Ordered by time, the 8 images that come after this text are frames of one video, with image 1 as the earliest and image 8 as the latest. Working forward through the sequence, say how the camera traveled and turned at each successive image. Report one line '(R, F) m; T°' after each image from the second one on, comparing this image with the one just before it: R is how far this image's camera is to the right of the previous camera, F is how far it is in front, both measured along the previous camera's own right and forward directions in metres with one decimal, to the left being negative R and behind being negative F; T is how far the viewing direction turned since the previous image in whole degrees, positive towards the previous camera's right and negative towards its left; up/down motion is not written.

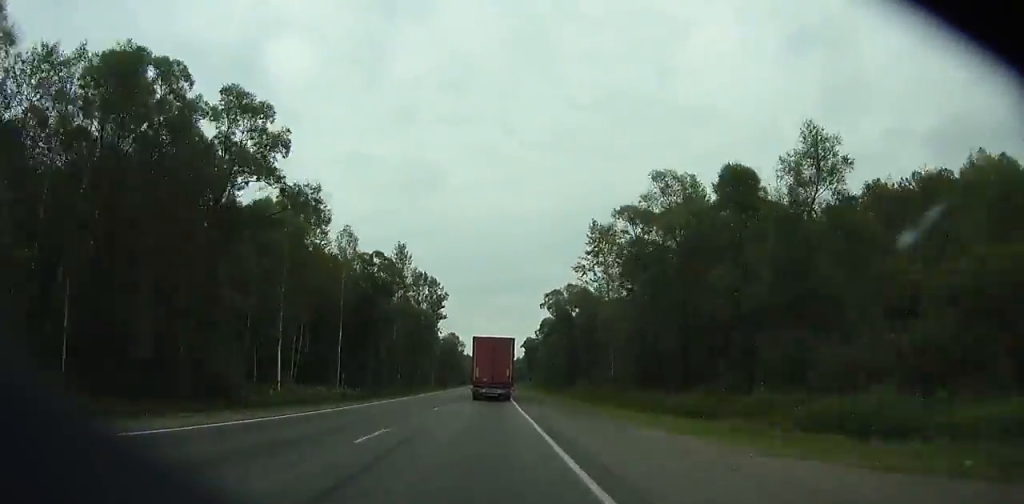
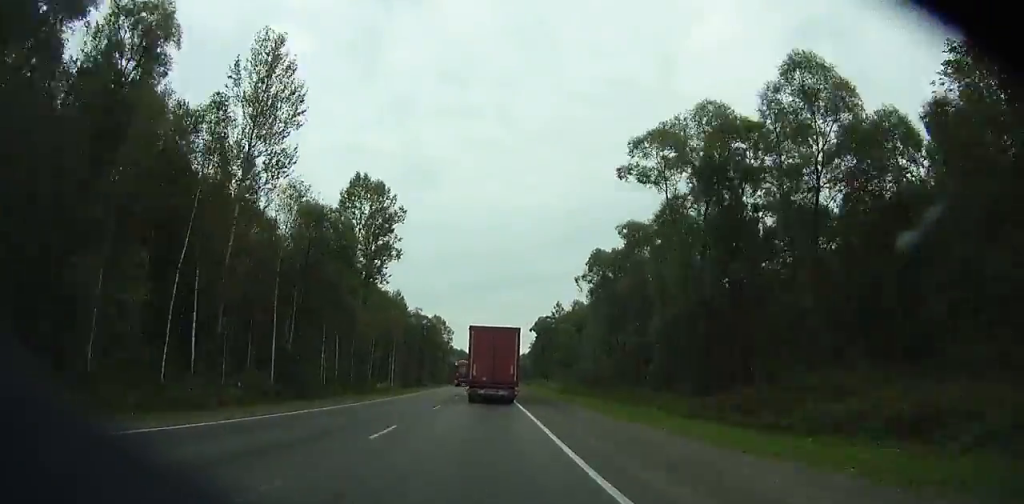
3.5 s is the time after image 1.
(-0.1, +69.3) m; 0°
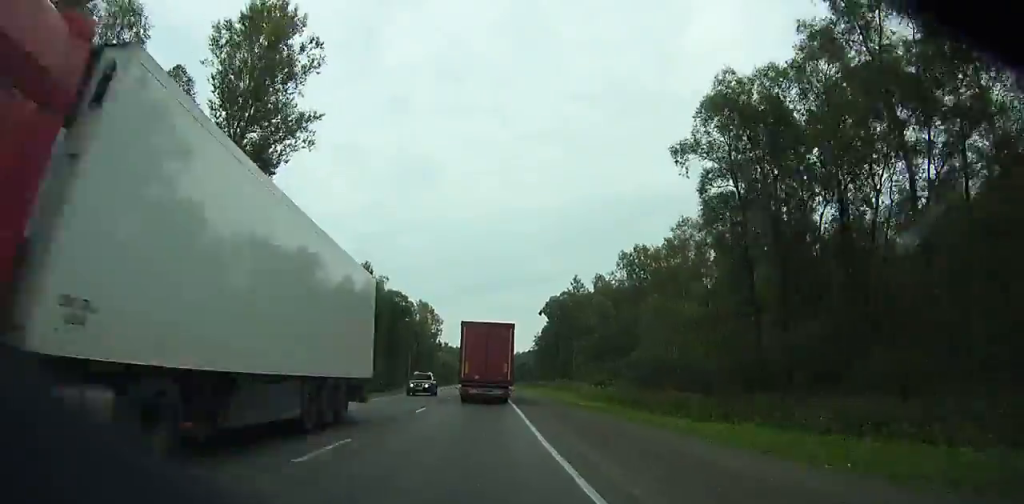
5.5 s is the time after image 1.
(+0.1, +39.3) m; 0°
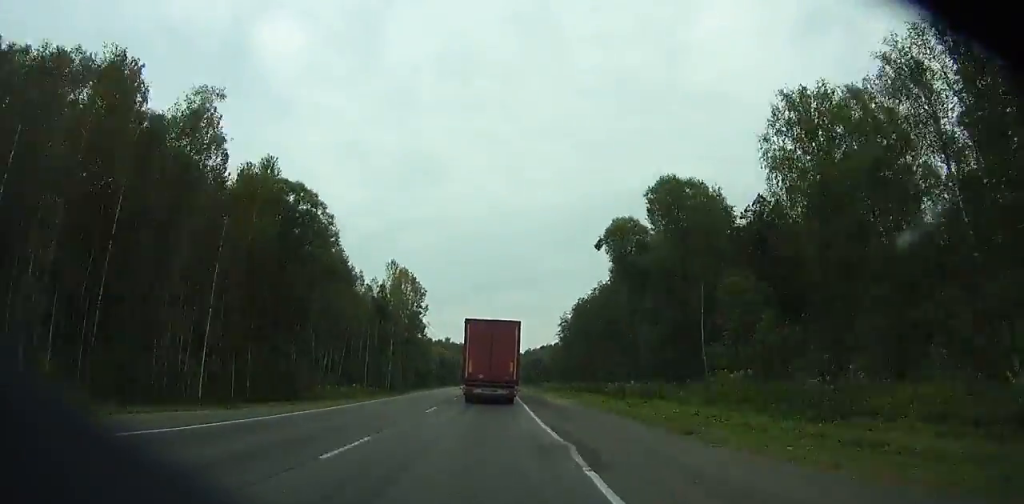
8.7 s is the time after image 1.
(0.0, +62.5) m; 0°
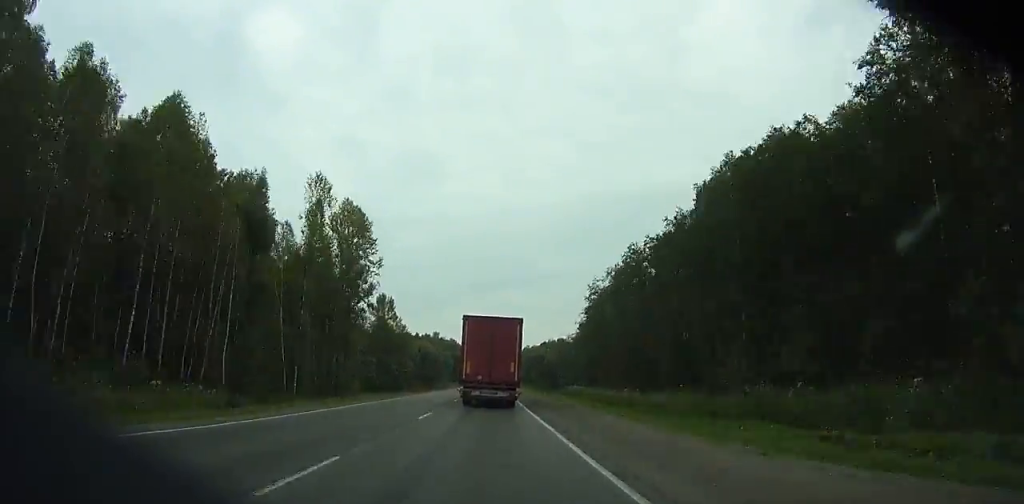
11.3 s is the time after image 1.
(0.0, +50.4) m; 0°
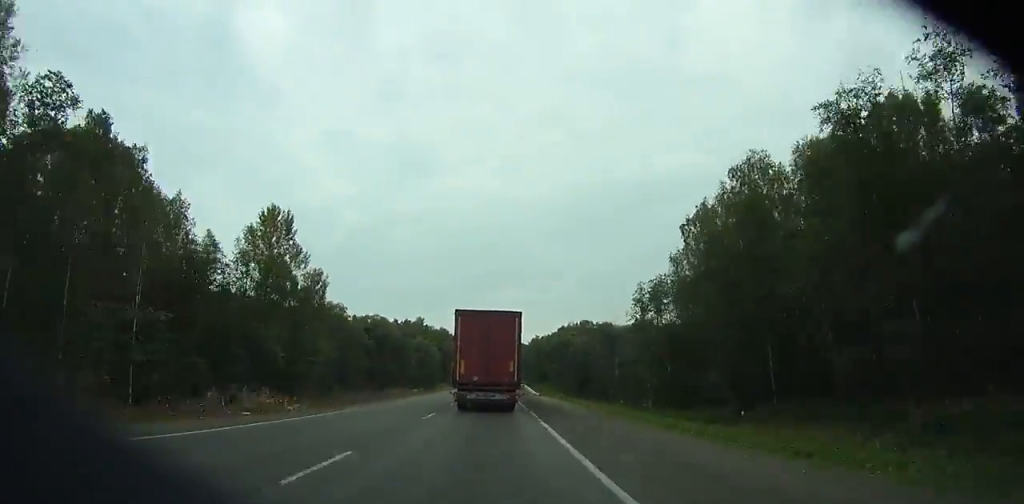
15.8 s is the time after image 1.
(+0.4, +87.0) m; 0°
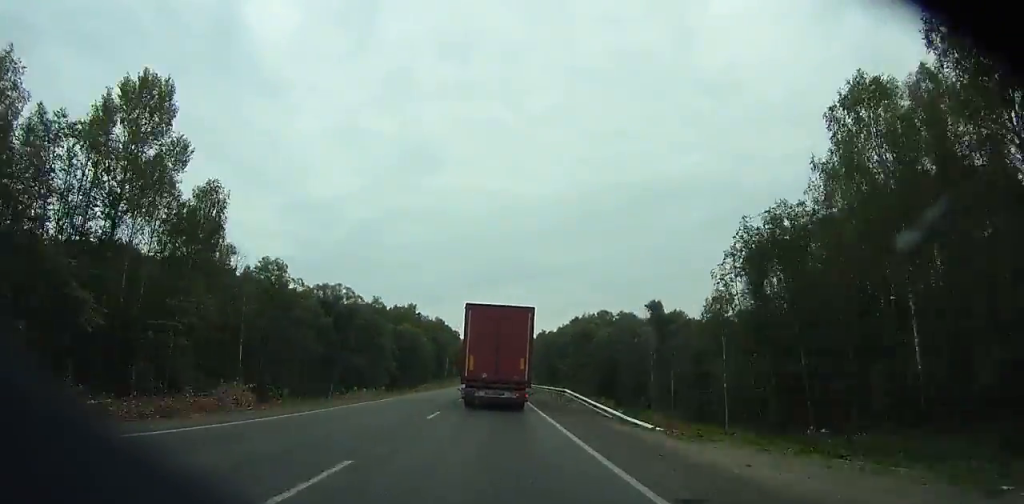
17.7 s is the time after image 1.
(-0.1, +36.6) m; 0°
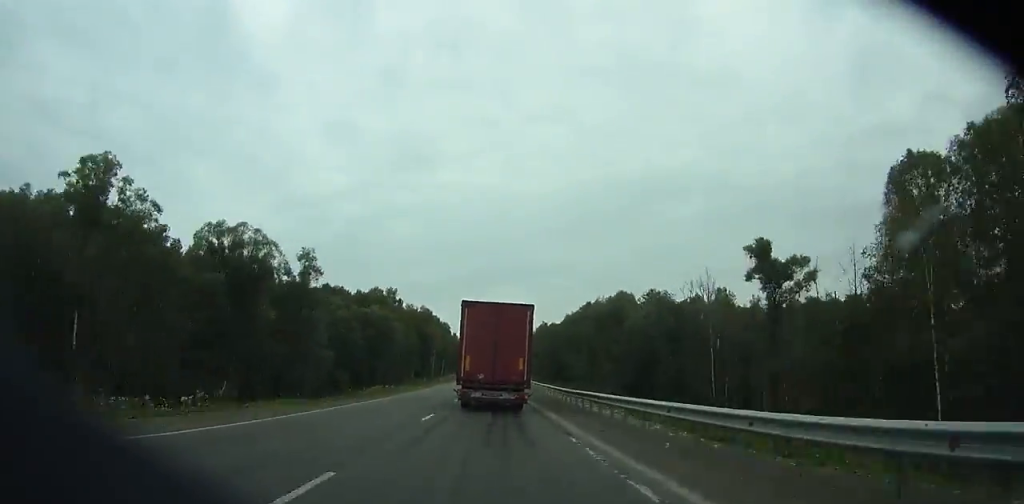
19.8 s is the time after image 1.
(-0.1, +40.5) m; 0°
